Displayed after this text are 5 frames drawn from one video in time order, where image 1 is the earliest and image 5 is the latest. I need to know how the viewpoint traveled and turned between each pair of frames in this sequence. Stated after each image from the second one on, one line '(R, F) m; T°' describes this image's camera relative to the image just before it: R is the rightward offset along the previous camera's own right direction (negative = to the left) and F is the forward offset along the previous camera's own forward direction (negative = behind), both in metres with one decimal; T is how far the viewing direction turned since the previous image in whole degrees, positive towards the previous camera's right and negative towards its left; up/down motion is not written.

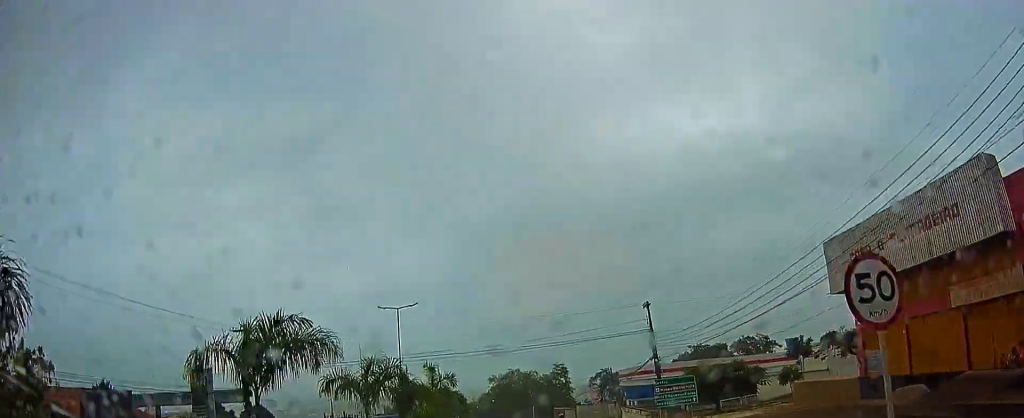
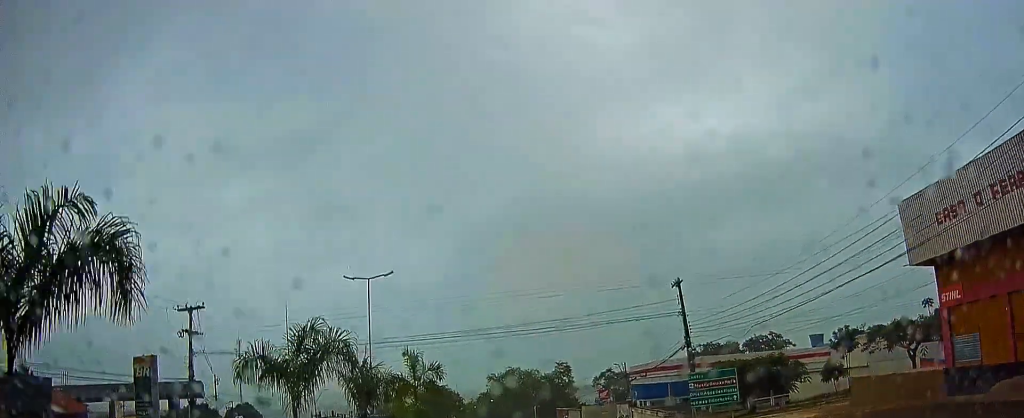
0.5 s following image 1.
(+0.1, +7.6) m; 0°
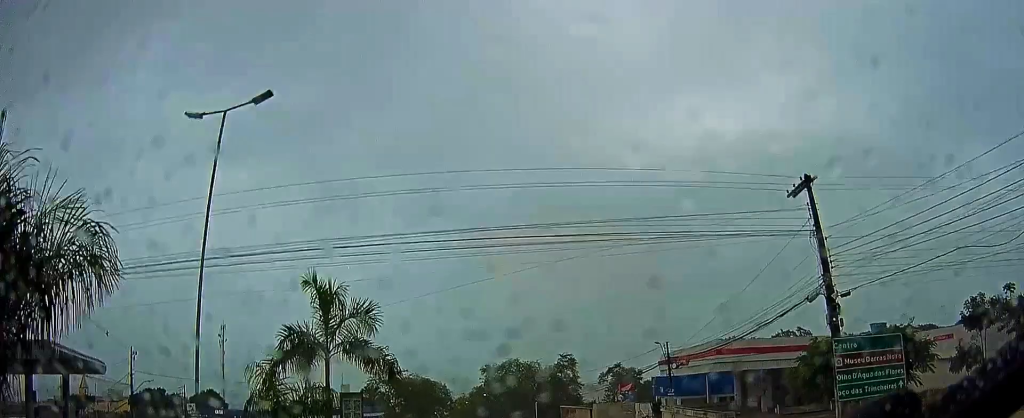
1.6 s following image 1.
(-0.1, +15.7) m; -2°
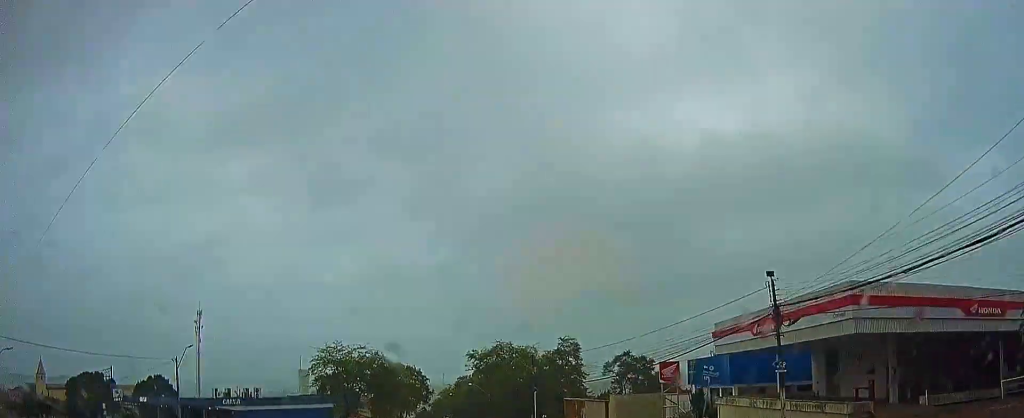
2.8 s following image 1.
(-0.5, +17.9) m; -1°
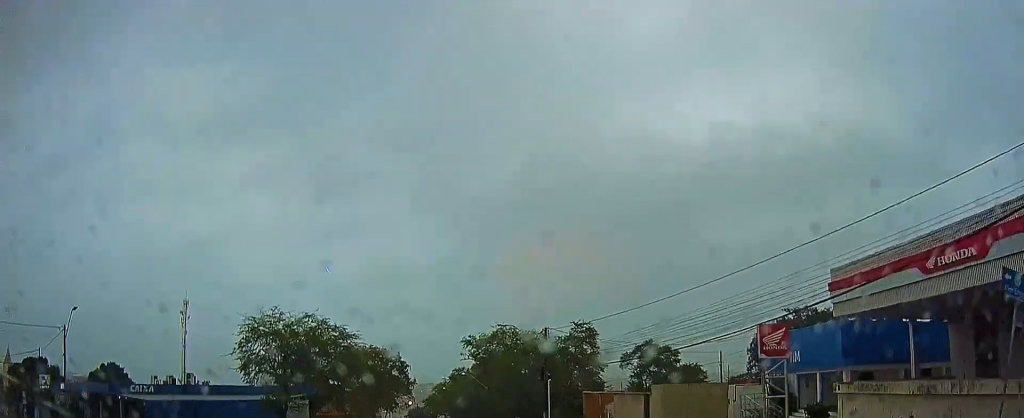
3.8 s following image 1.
(+0.1, +15.8) m; +2°
